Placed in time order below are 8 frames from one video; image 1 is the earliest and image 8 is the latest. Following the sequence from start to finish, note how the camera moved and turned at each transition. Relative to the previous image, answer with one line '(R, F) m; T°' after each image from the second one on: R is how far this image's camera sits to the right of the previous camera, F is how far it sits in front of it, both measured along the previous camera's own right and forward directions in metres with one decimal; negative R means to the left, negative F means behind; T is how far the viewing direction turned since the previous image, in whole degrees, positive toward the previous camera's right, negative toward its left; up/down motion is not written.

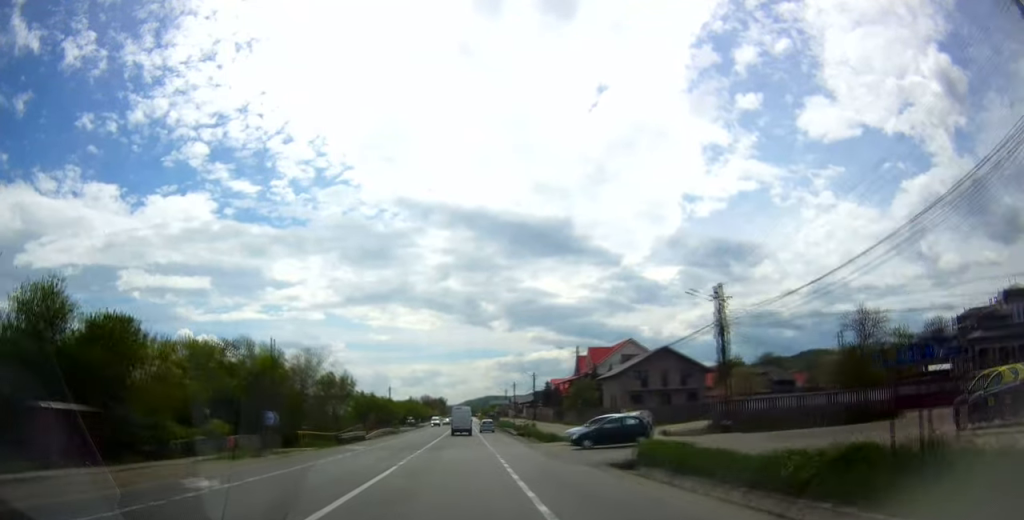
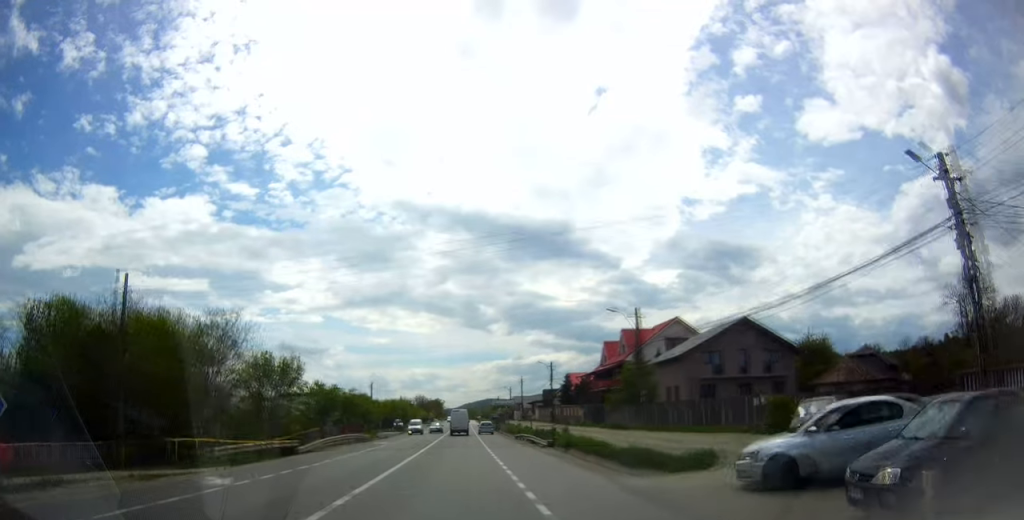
(-0.3, +20.7) m; -1°
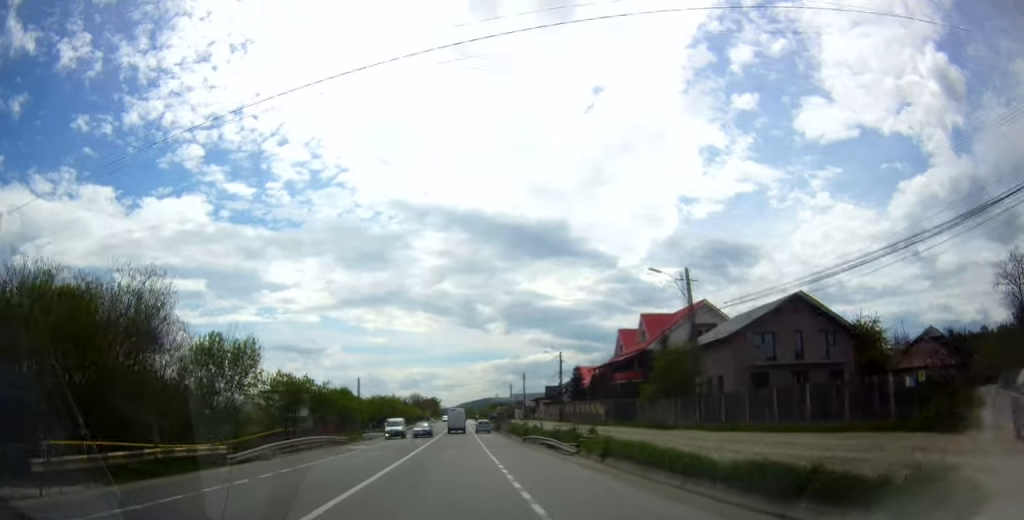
(-0.1, +9.1) m; 0°
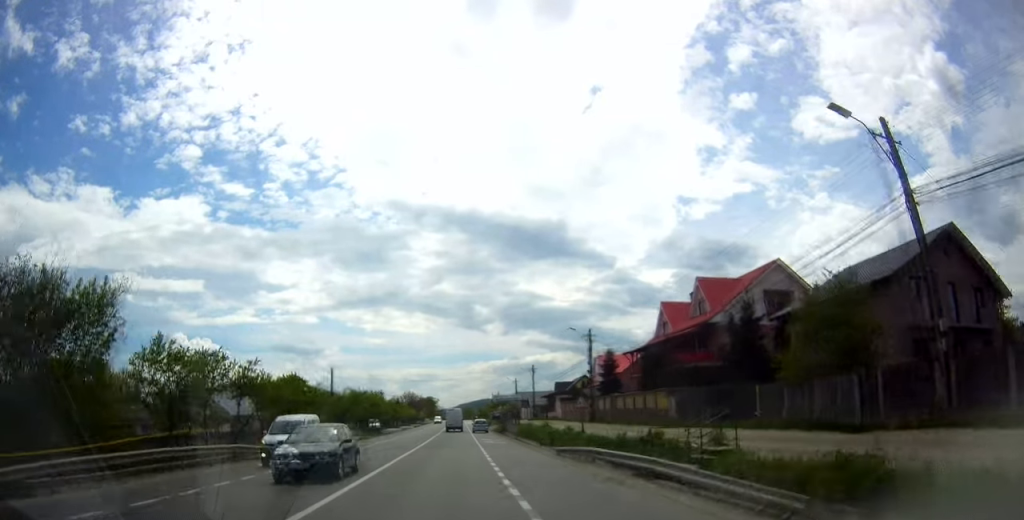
(0.0, +16.3) m; +2°
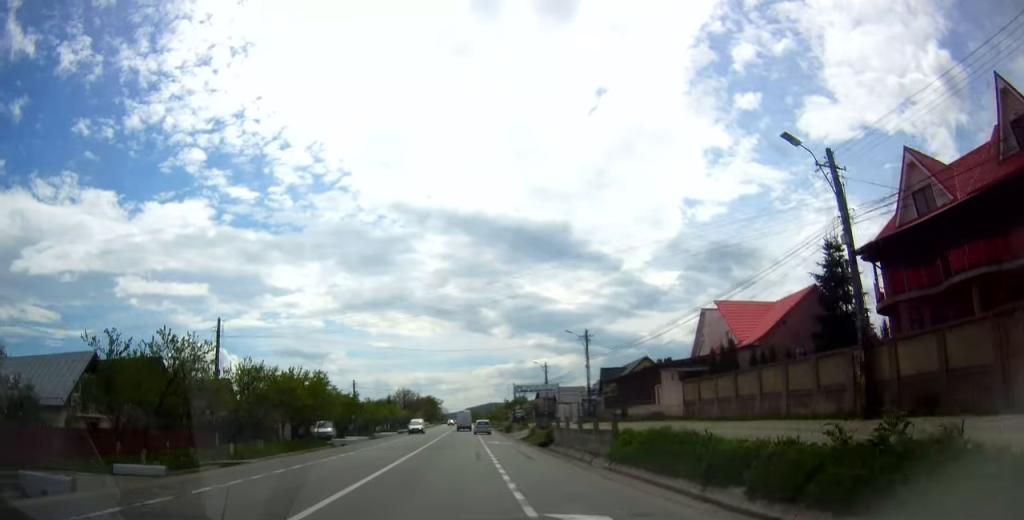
(+0.3, +34.9) m; -2°
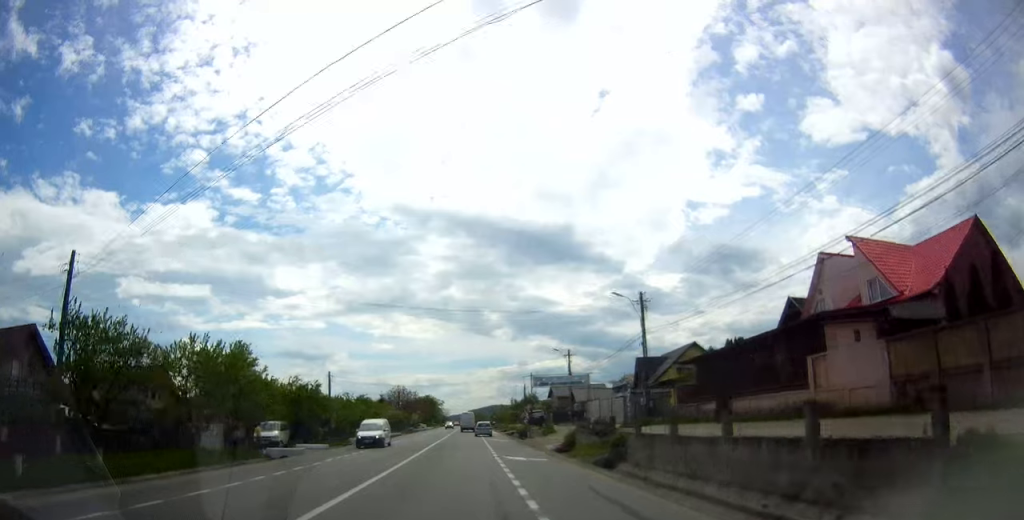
(-0.3, +16.5) m; 0°
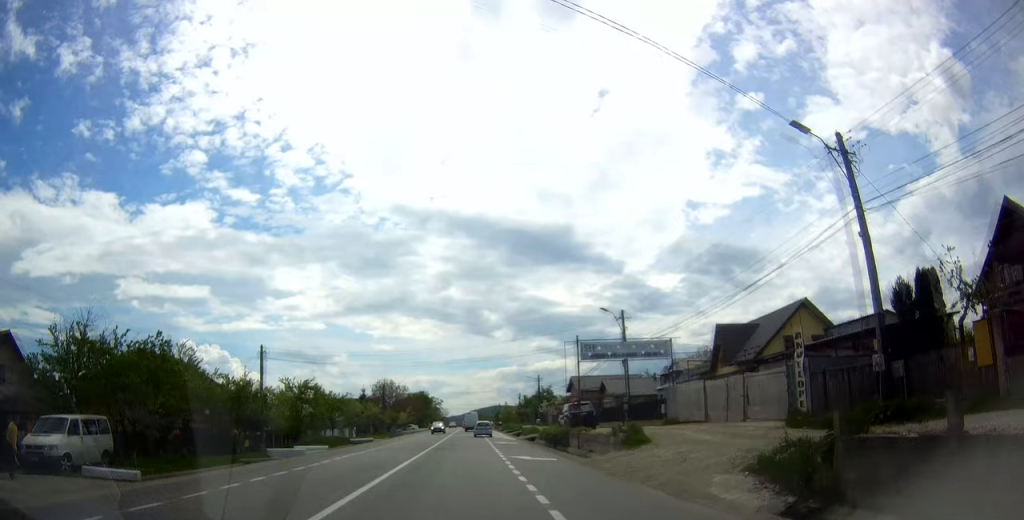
(+0.2, +22.8) m; 0°
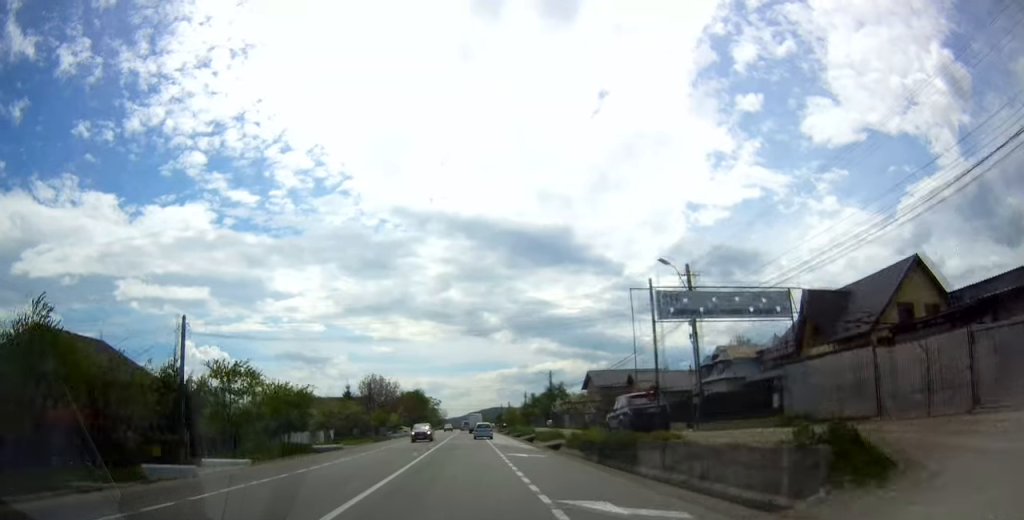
(-0.2, +12.9) m; +1°
